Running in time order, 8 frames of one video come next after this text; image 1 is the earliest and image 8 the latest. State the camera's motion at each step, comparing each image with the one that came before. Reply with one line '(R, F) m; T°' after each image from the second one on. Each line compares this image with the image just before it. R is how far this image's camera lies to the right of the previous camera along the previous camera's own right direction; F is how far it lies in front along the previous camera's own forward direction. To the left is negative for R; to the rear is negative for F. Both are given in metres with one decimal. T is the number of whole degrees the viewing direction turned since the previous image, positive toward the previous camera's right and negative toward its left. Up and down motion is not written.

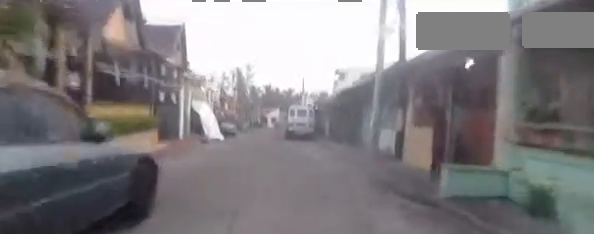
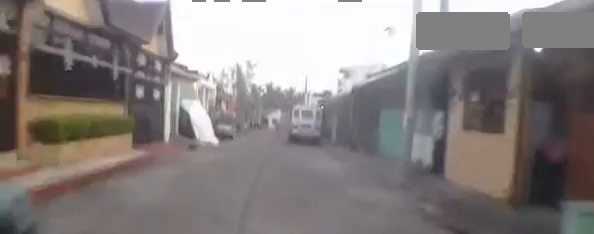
(+0.2, +2.3) m; 0°
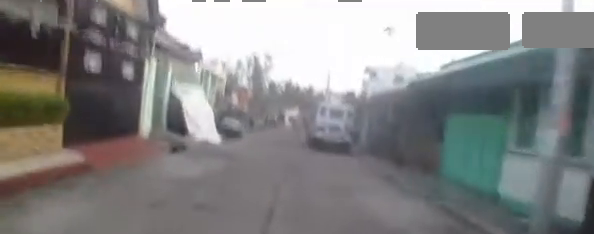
(-0.2, +3.8) m; -1°
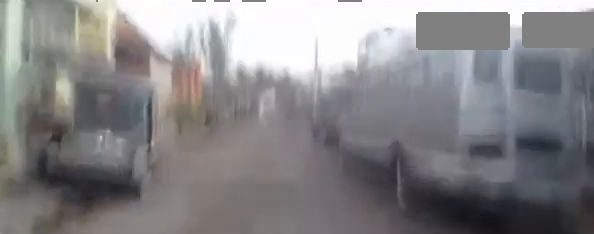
(+0.4, +11.2) m; +7°
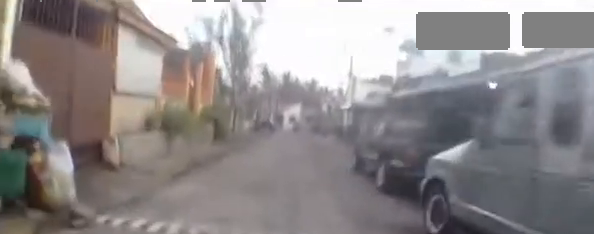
(+0.2, +3.8) m; +4°
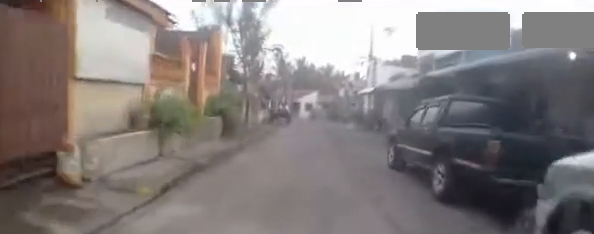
(0.0, +1.7) m; -3°
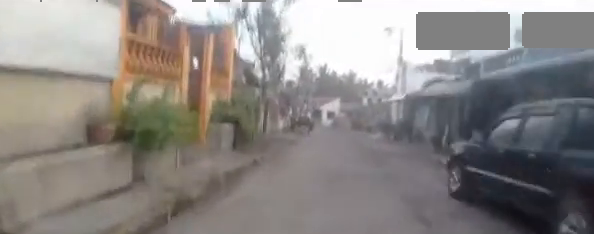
(-0.1, +2.0) m; -6°
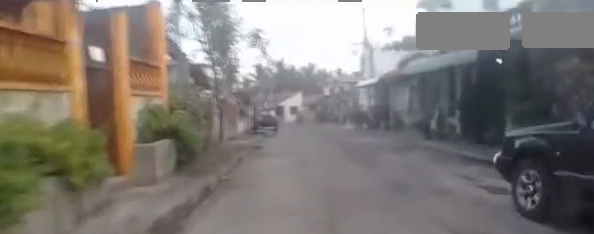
(-0.2, +2.3) m; +1°
